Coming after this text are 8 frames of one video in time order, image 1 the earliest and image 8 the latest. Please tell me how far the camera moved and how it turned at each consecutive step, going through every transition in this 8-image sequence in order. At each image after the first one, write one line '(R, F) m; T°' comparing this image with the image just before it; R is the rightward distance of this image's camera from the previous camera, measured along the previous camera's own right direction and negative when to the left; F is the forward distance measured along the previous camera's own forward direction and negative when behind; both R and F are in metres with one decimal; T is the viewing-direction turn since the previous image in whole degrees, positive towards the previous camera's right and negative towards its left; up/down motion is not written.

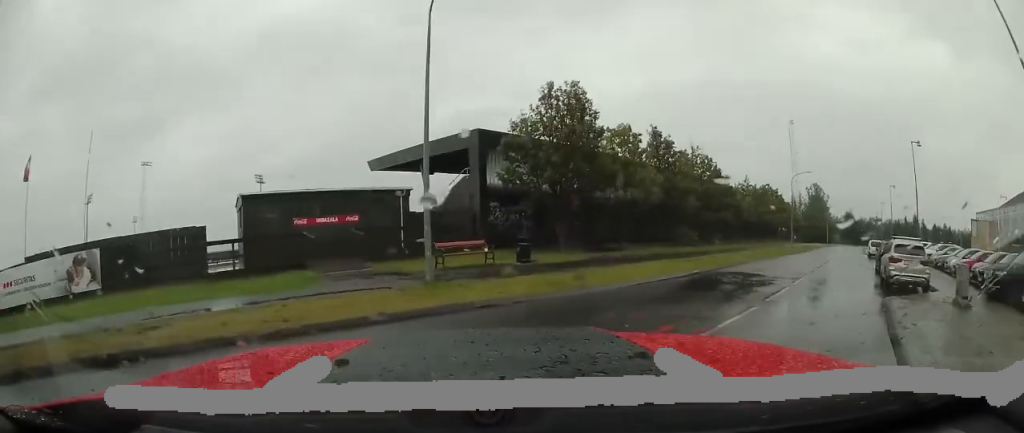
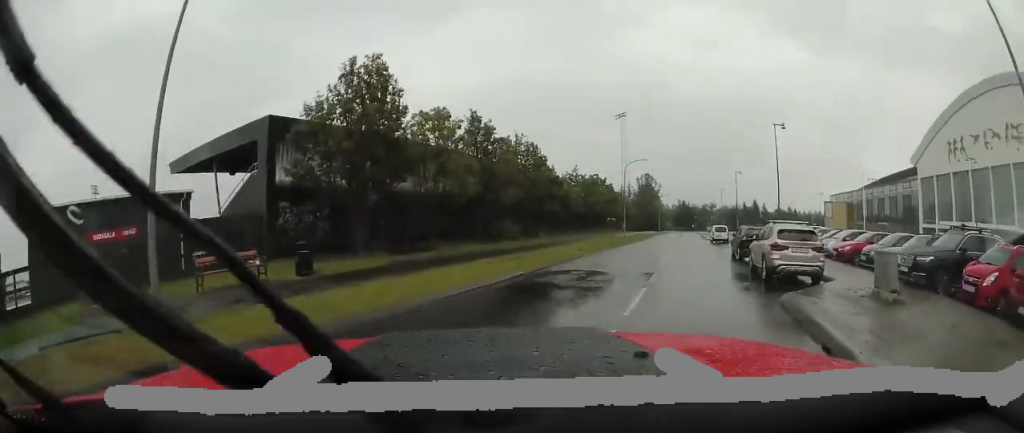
(+0.4, +2.7) m; +19°
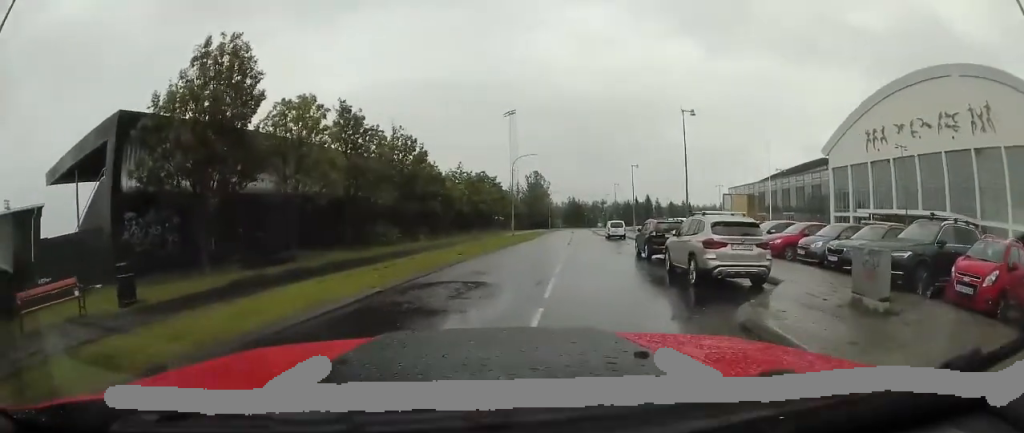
(+0.2, +2.4) m; +15°
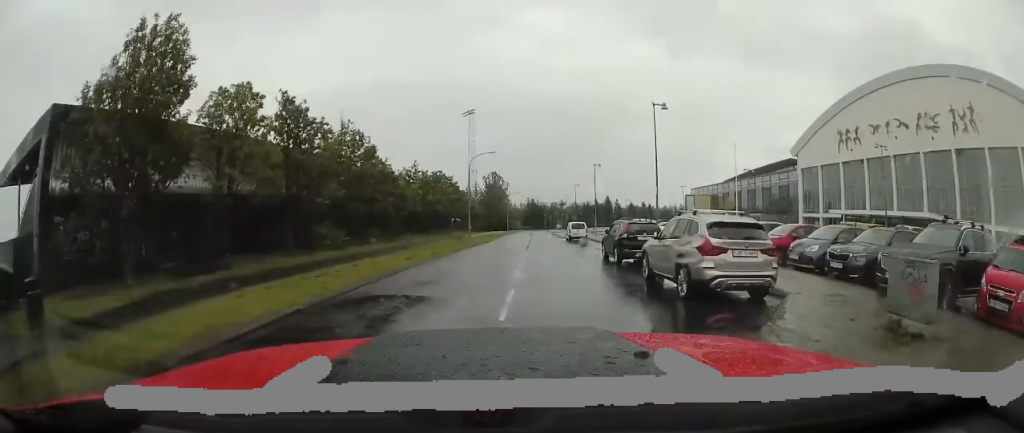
(+0.3, +1.7) m; +5°
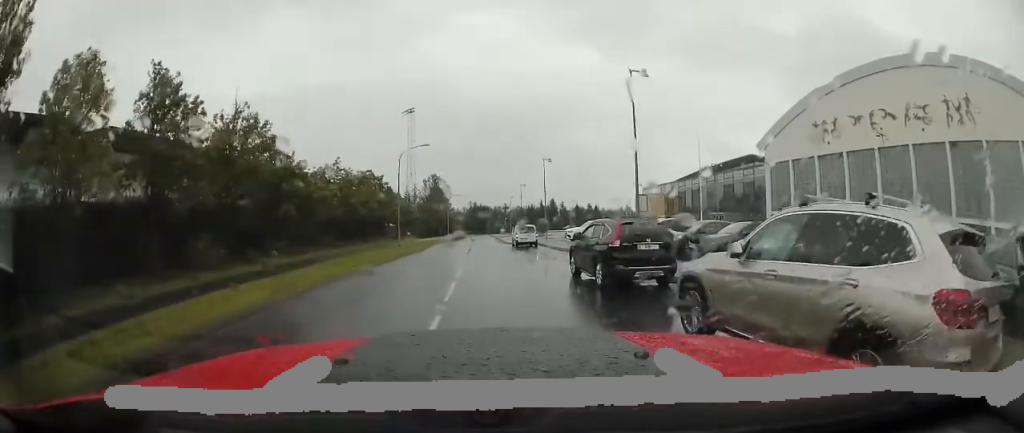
(+0.5, +4.9) m; +11°
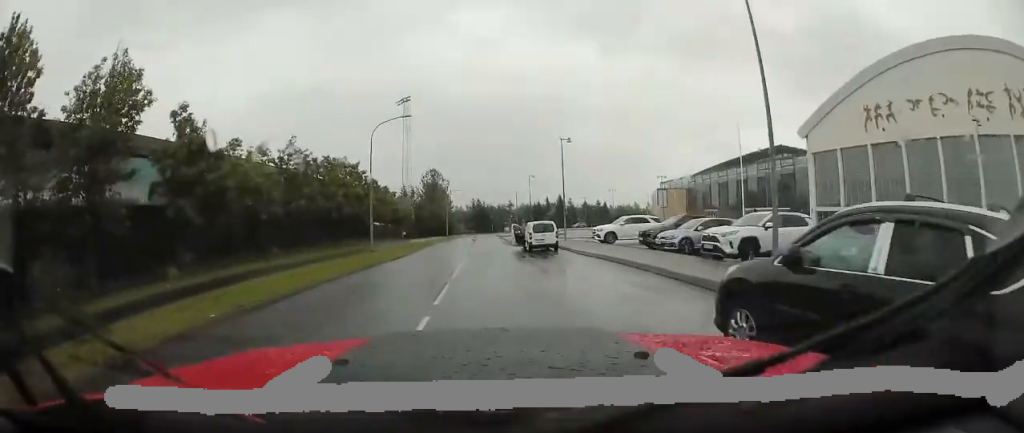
(+0.8, +7.2) m; +6°
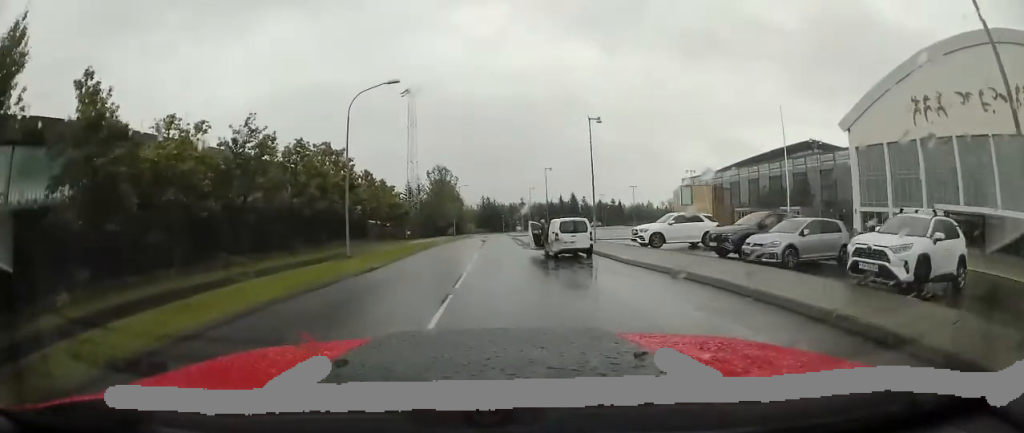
(-0.2, +5.8) m; -3°
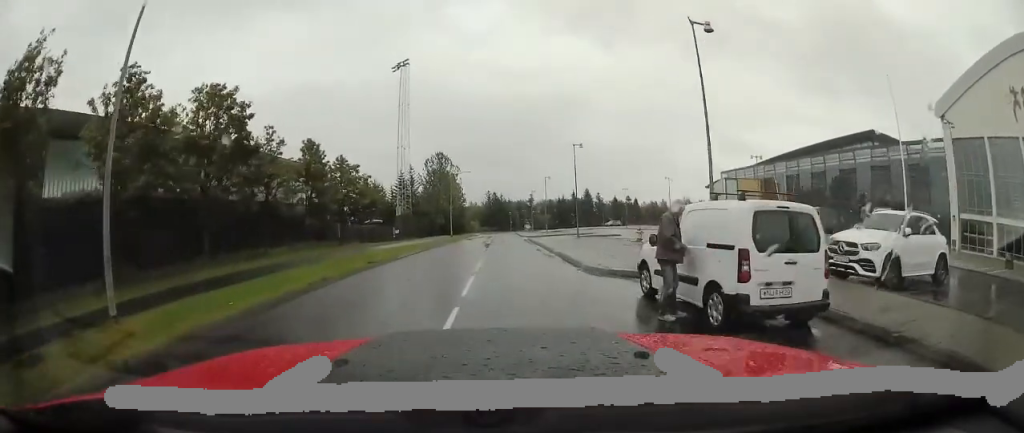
(-0.4, +15.0) m; -2°
